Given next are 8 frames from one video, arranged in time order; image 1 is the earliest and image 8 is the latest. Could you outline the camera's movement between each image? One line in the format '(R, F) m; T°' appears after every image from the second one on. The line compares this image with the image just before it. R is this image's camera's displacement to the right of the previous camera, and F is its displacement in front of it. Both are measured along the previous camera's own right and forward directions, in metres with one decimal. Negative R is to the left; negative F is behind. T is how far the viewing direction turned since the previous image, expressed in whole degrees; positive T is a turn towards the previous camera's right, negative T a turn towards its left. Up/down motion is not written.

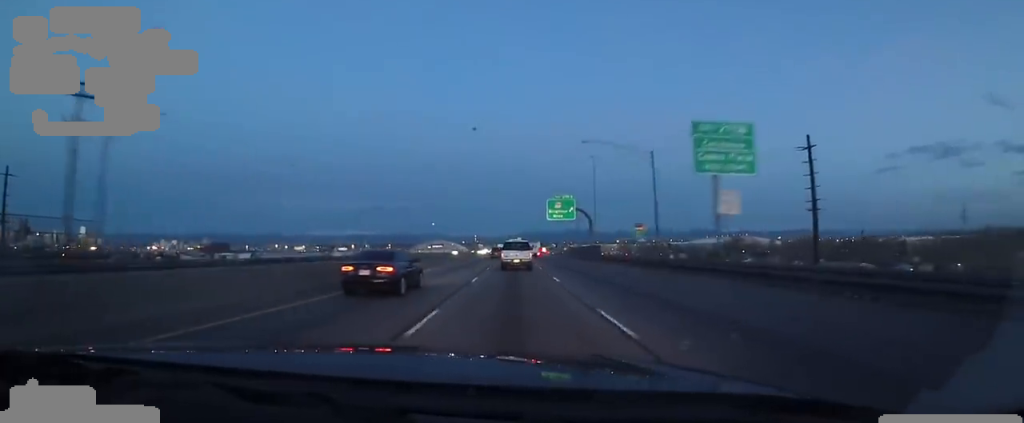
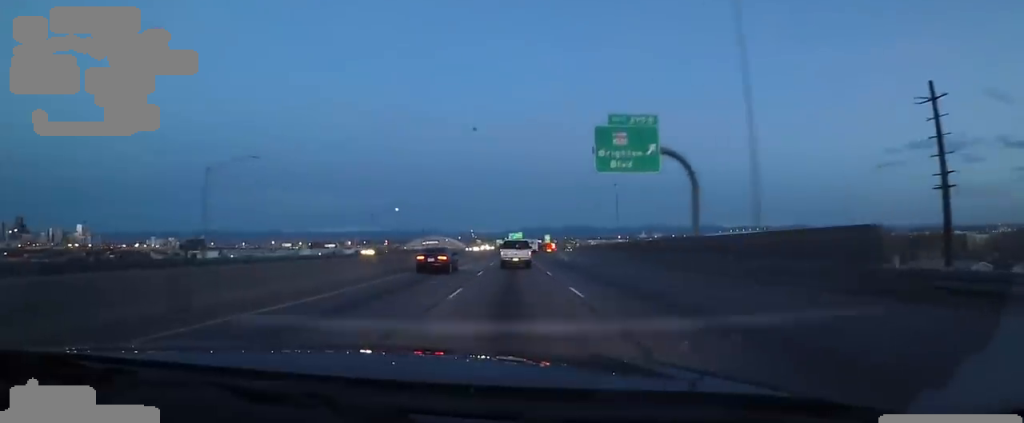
(0.0, +41.8) m; 0°
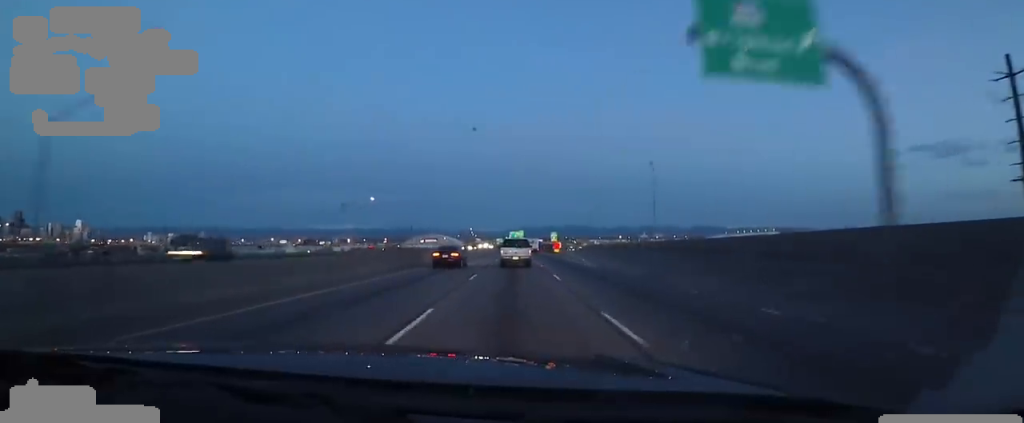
(0.0, +16.8) m; 0°
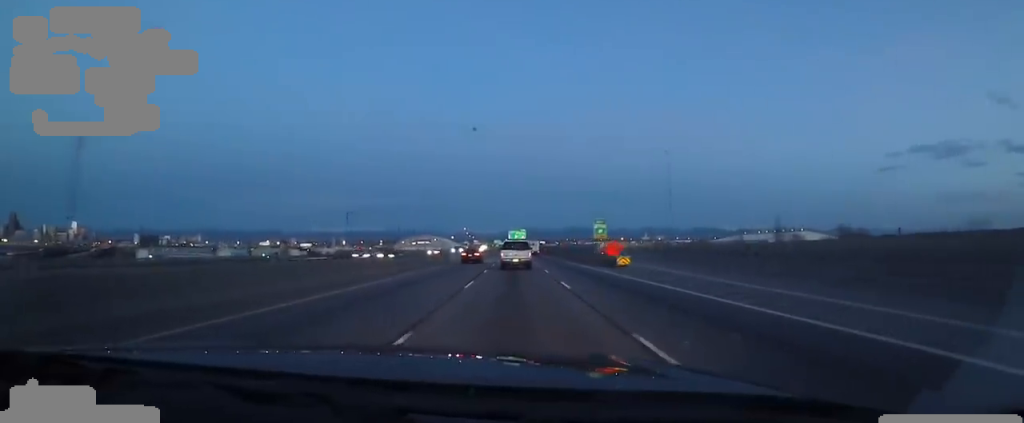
(0.0, +51.5) m; -3°
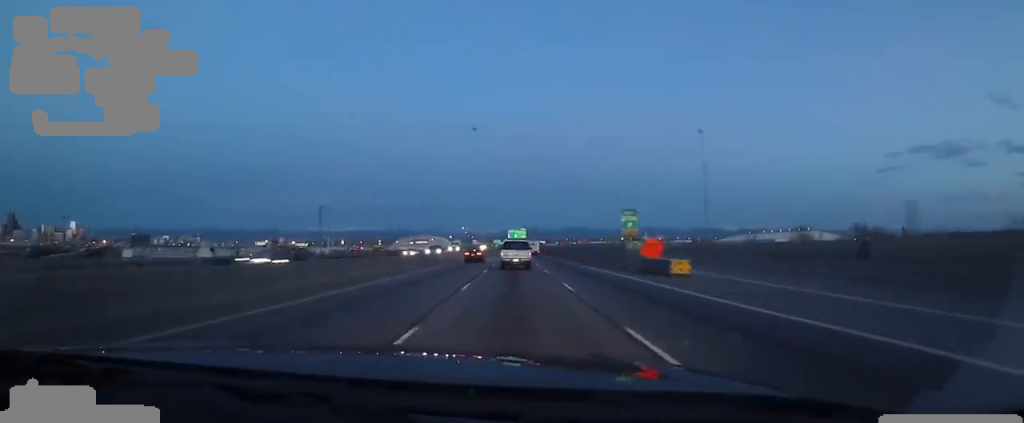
(-0.6, +11.2) m; 0°
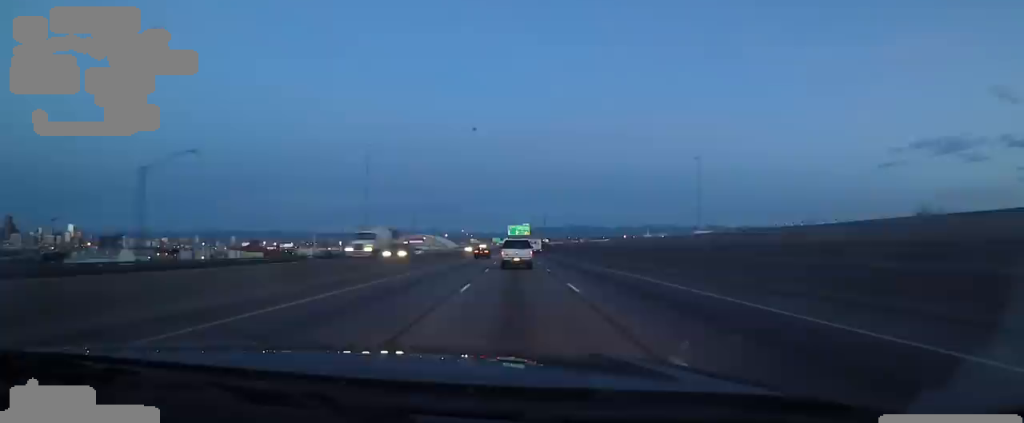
(+0.3, +35.0) m; +3°
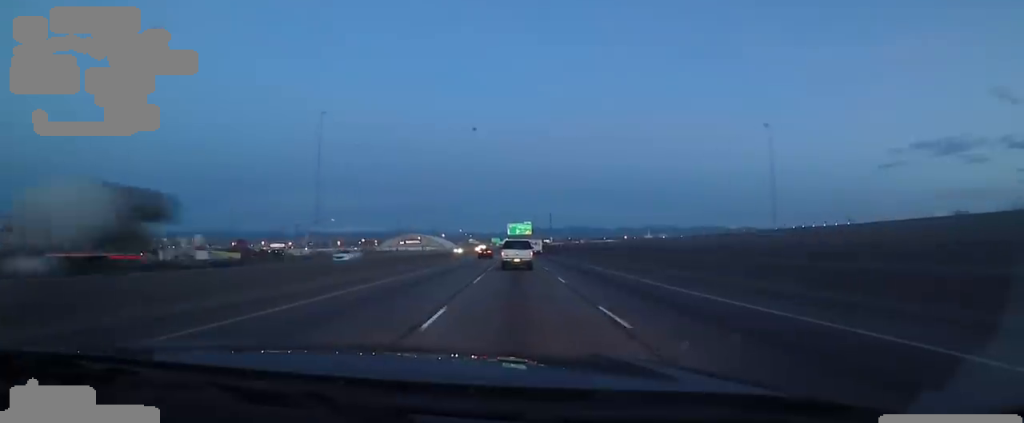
(+0.2, +17.7) m; +1°
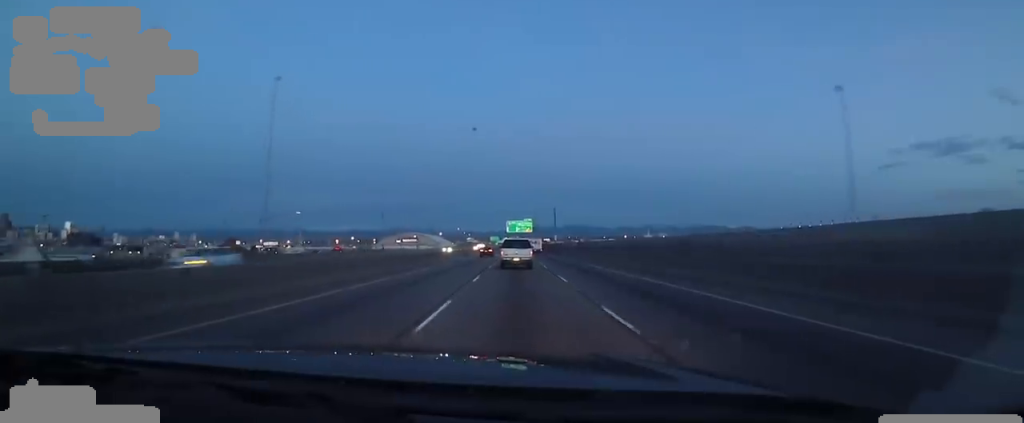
(0.0, +10.9) m; 0°
